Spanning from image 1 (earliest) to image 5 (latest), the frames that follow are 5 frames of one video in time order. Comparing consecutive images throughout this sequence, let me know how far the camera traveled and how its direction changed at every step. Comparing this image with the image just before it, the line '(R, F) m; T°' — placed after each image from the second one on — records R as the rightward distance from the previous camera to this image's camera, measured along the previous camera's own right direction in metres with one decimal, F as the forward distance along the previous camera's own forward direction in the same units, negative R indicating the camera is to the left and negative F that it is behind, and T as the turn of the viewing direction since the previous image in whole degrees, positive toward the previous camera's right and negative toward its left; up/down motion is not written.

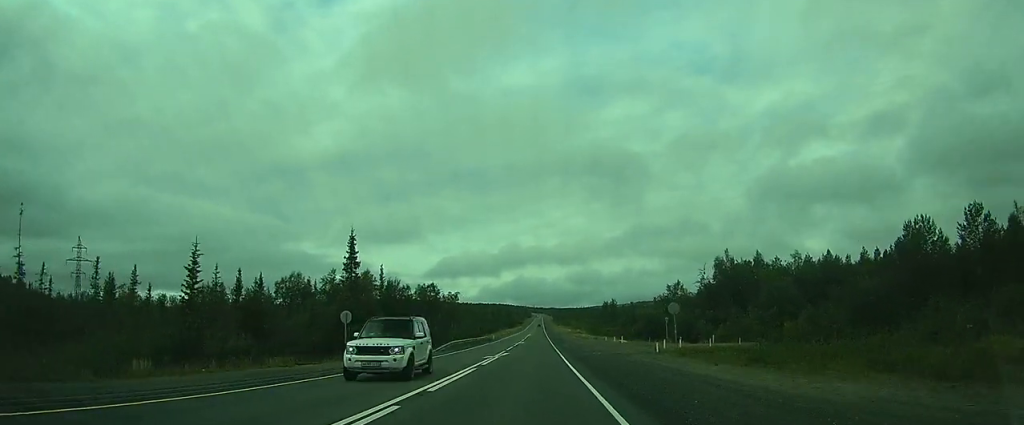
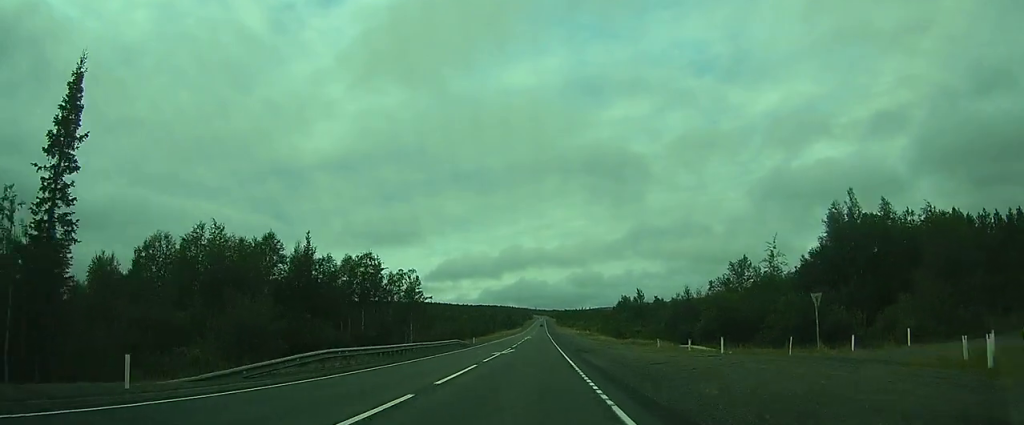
(-0.1, +33.7) m; 0°
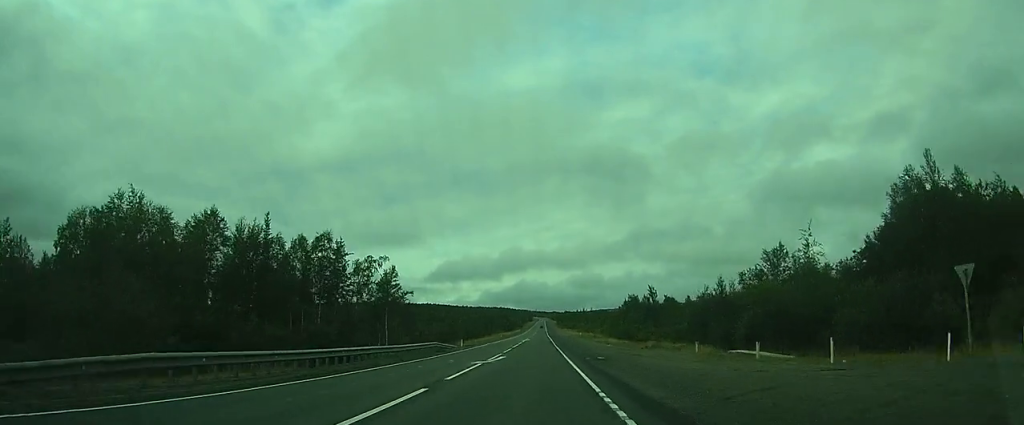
(0.0, +10.9) m; 0°
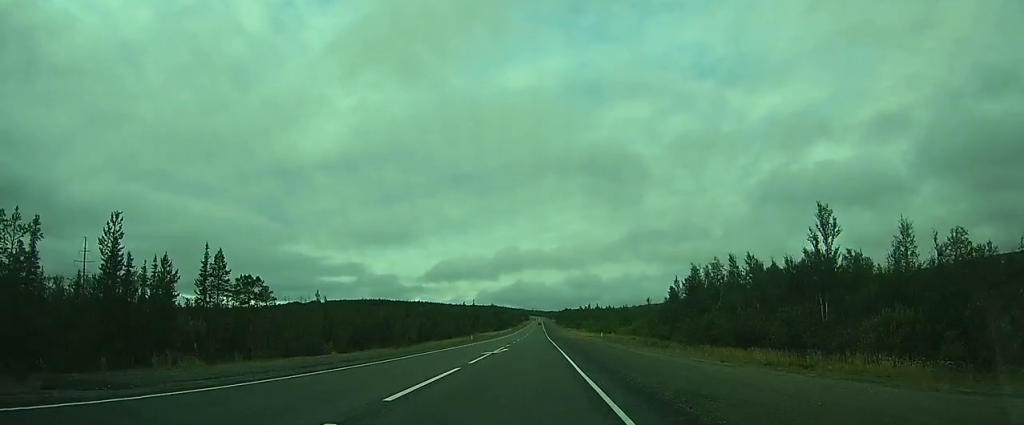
(-1.0, +55.4) m; -3°
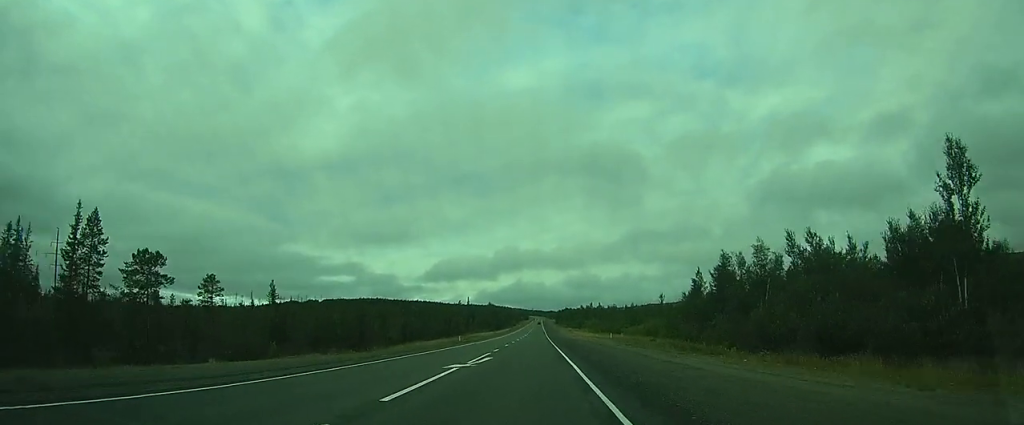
(-0.1, +12.3) m; 0°
